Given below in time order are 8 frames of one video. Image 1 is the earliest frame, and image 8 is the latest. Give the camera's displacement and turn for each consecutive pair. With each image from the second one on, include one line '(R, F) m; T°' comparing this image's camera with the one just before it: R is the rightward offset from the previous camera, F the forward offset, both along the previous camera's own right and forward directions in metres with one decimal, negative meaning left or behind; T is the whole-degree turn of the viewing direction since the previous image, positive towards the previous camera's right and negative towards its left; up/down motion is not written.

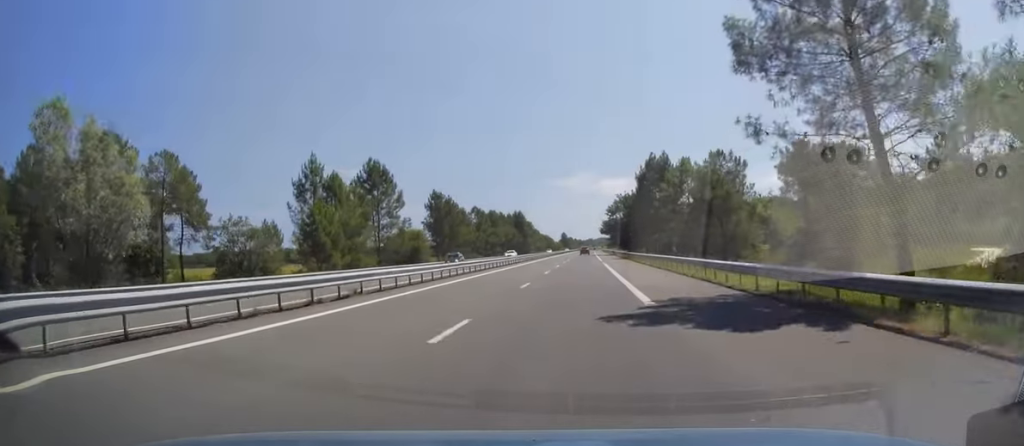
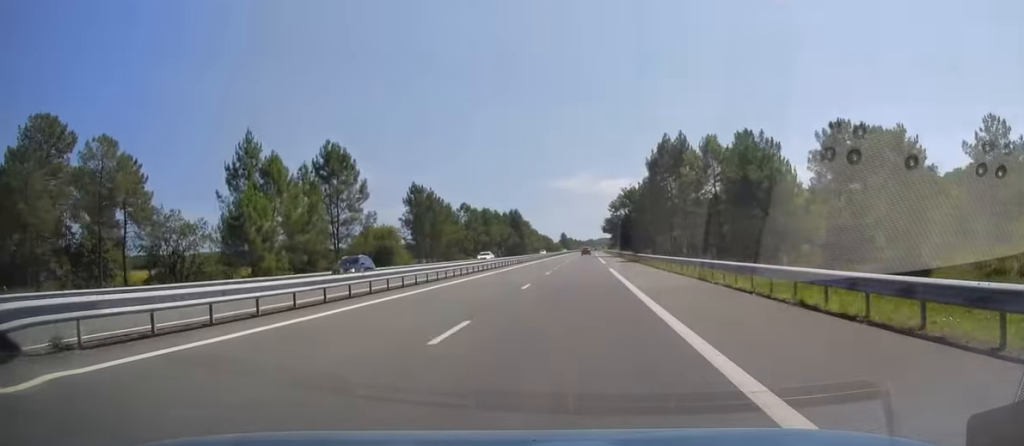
(0.0, +13.2) m; 0°
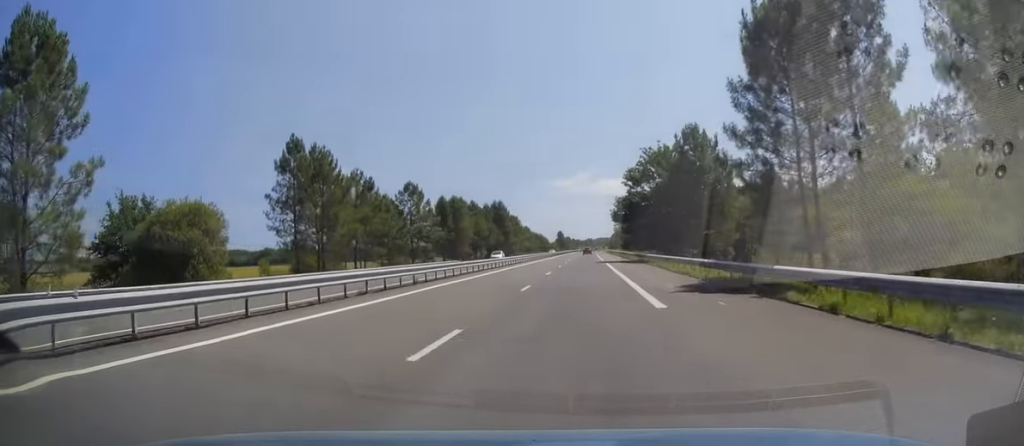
(+0.2, +40.6) m; +1°
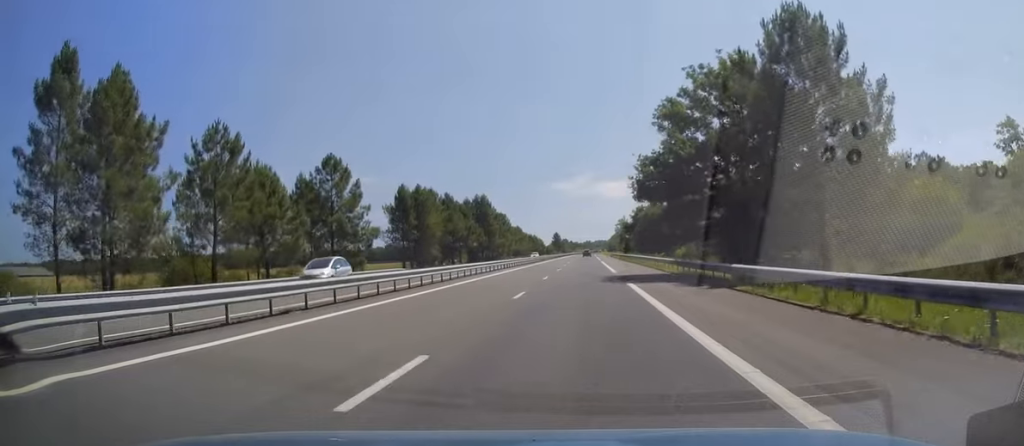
(+0.3, +28.9) m; 0°
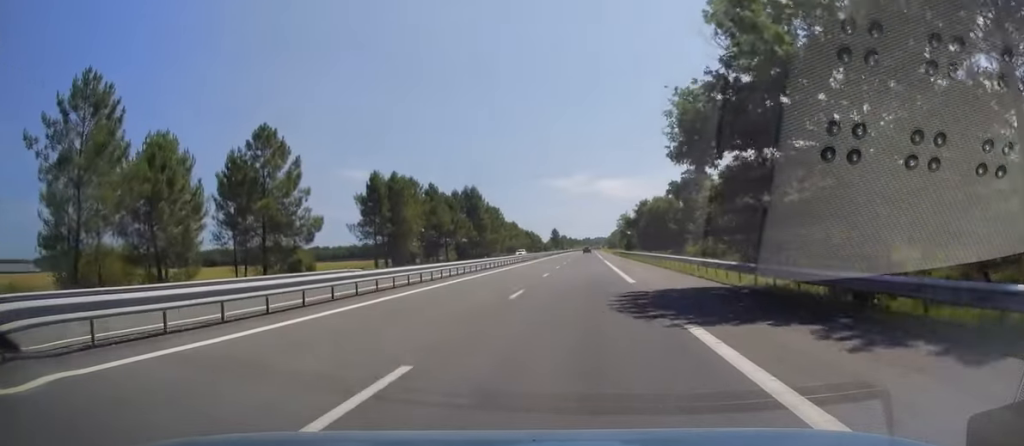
(-0.2, +14.2) m; 0°
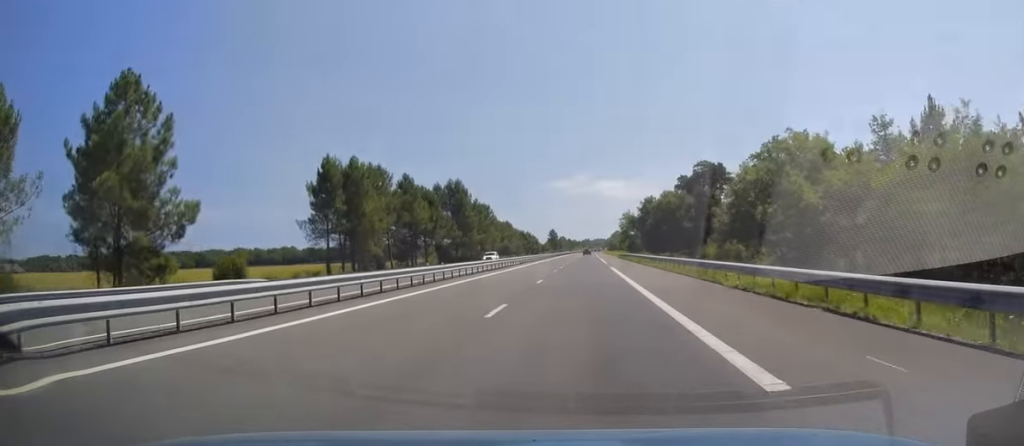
(-0.1, +17.6) m; 0°
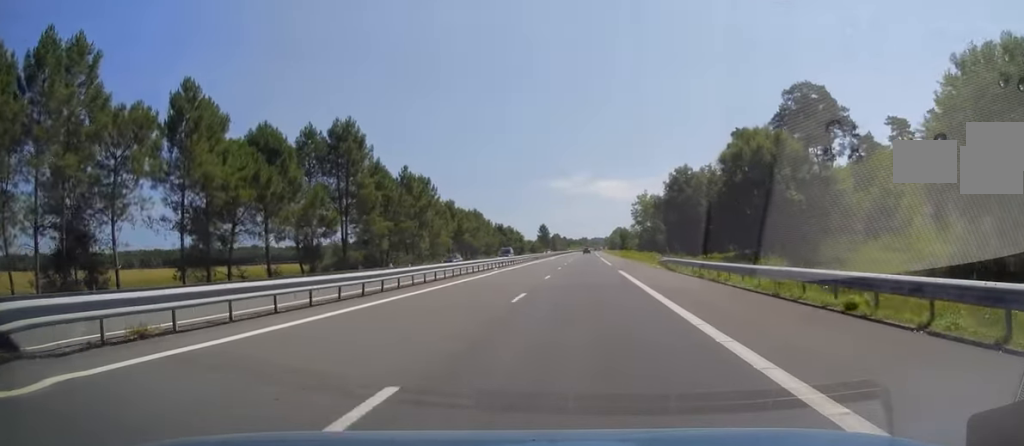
(+0.8, +62.2) m; +1°
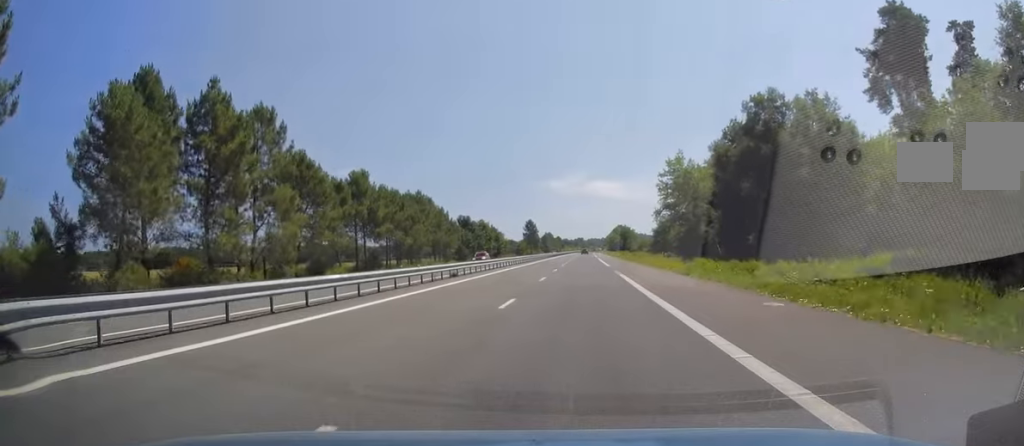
(+0.2, +53.8) m; +1°
